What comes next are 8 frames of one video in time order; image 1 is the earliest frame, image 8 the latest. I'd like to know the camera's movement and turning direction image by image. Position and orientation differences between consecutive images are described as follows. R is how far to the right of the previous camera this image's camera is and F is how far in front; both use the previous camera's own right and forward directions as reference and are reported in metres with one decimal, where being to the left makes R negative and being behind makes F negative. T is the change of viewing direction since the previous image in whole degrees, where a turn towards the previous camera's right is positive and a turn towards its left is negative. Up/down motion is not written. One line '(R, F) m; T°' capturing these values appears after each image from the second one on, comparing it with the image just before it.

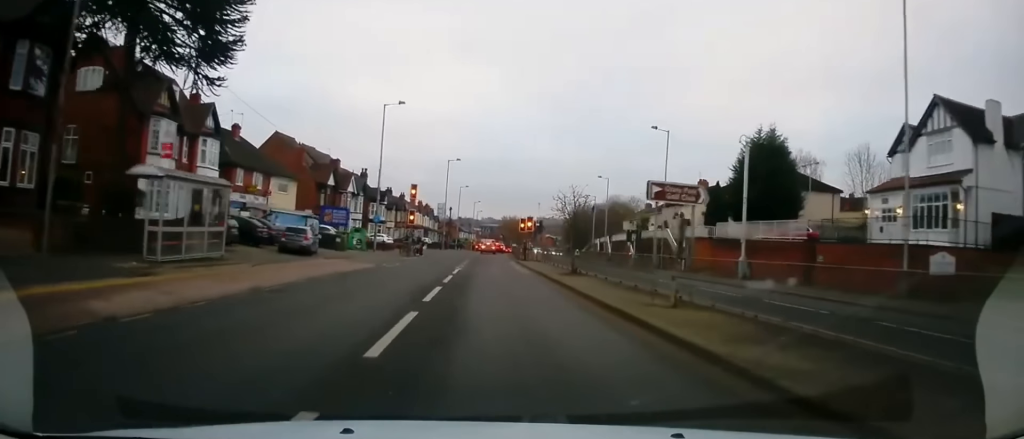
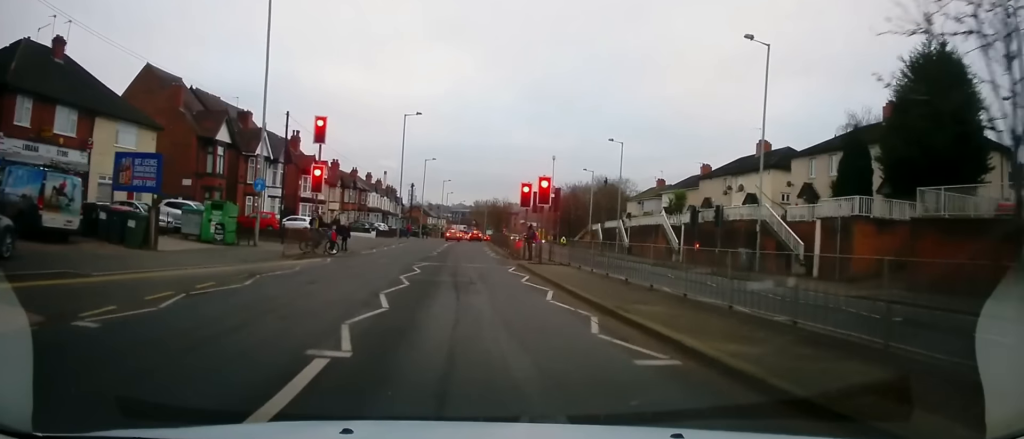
(+0.8, +22.2) m; +2°
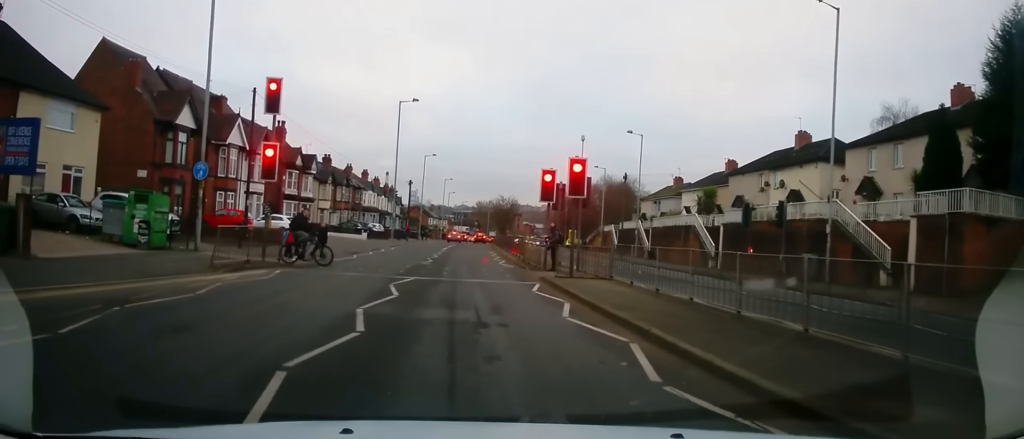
(+0.1, +8.6) m; -2°
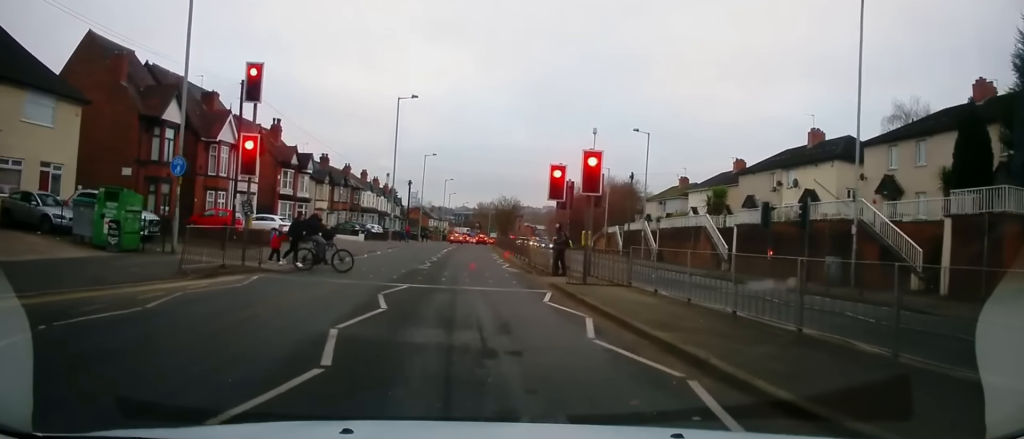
(-0.2, +3.3) m; -1°
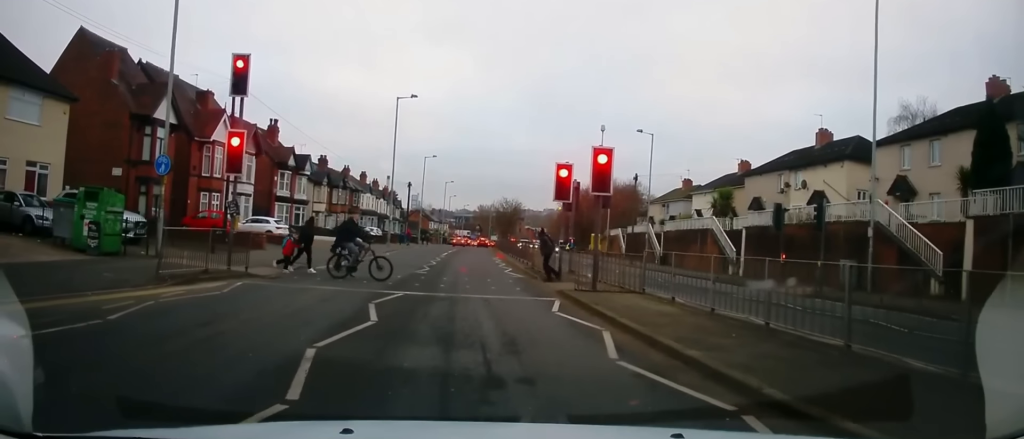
(-0.1, +2.8) m; 0°
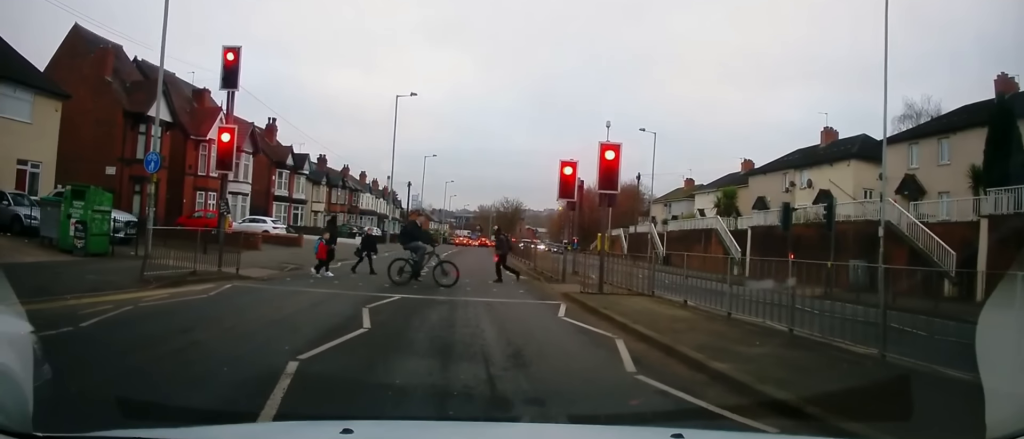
(+0.1, +2.2) m; +3°
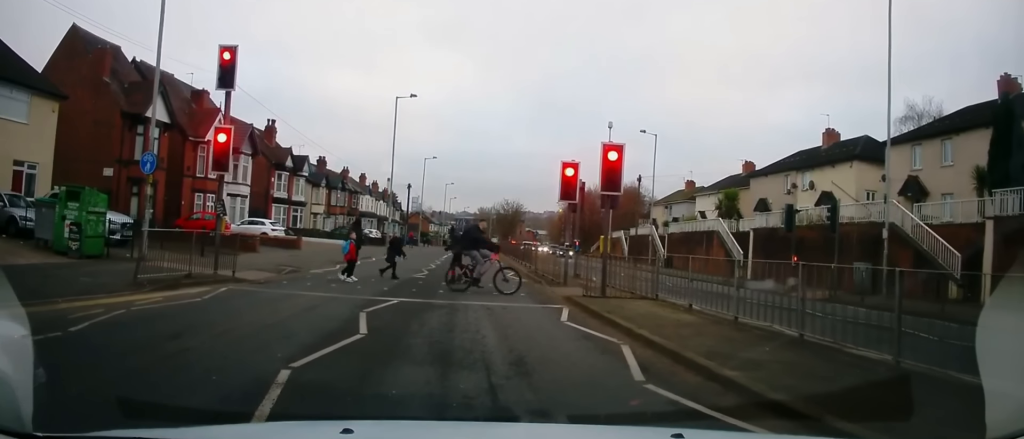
(0.0, +0.8) m; +1°
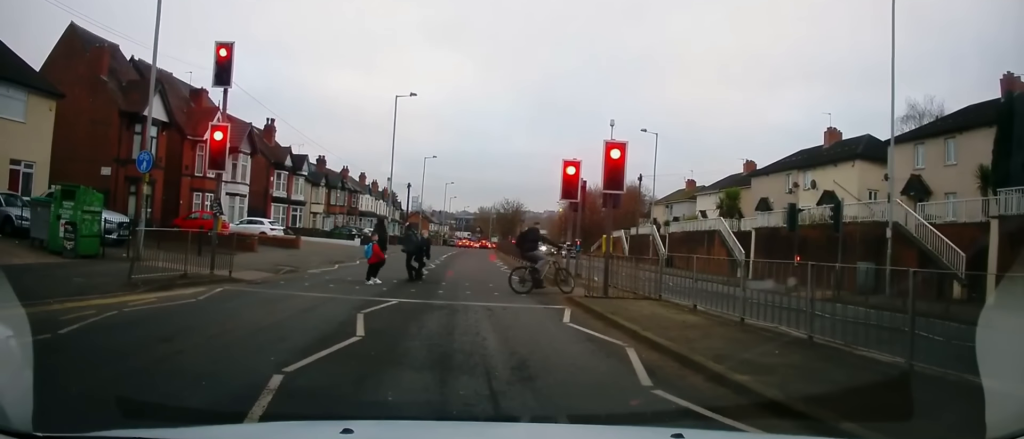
(0.0, +0.4) m; 0°
